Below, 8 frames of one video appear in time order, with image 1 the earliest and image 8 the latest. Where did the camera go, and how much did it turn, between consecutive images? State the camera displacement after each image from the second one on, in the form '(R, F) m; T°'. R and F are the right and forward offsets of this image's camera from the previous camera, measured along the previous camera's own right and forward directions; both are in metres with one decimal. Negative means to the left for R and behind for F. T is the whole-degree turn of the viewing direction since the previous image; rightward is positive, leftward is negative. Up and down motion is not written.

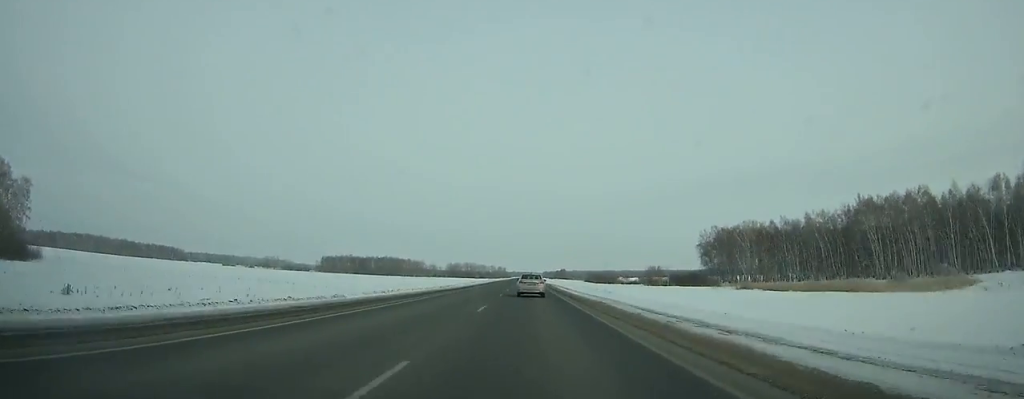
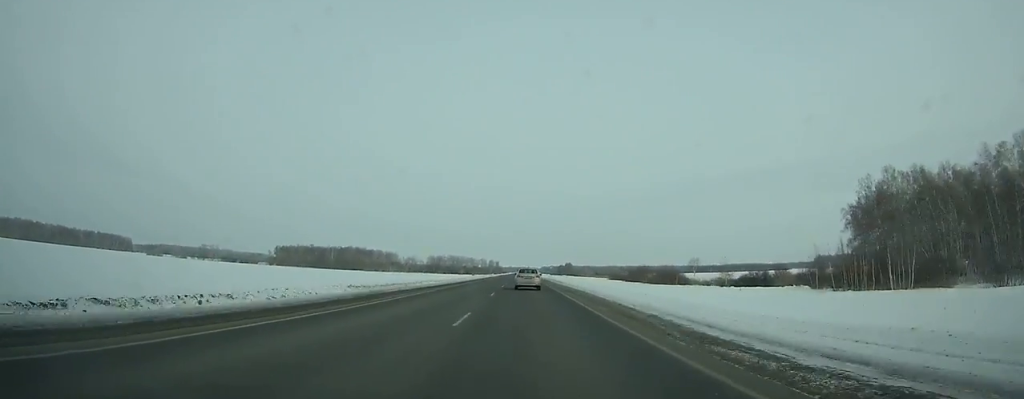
(-0.1, +121.7) m; 0°
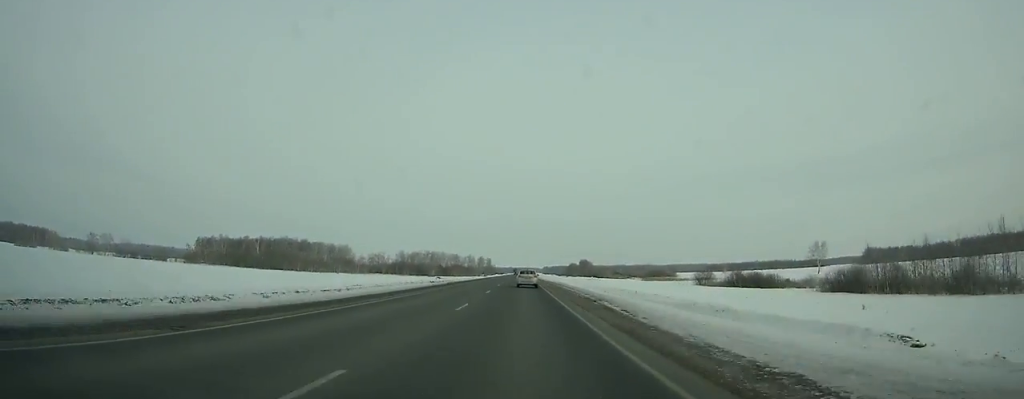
(+0.2, +141.7) m; 0°
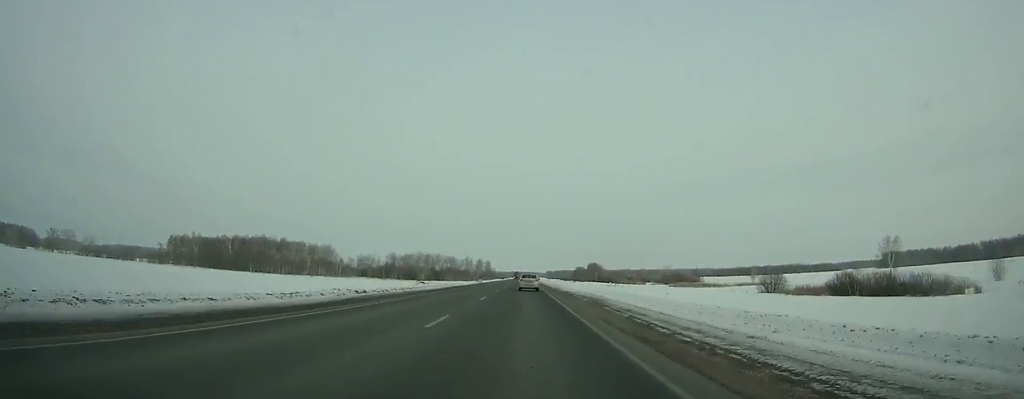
(0.0, +37.4) m; 0°
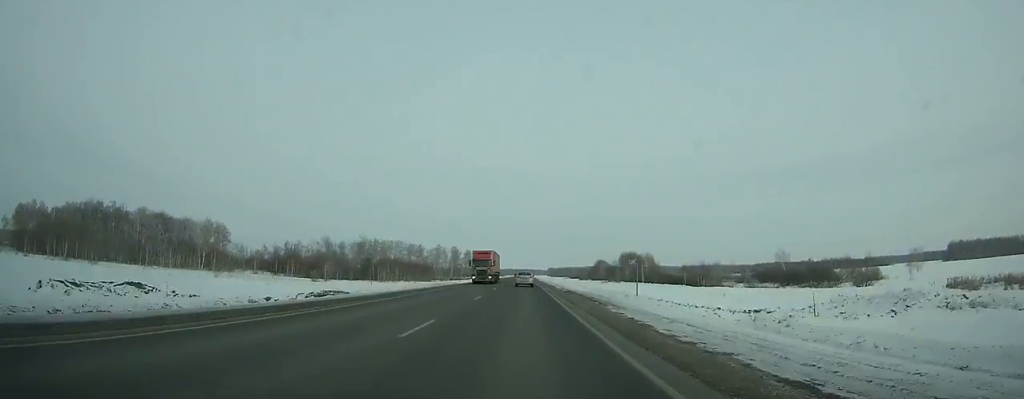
(+0.4, +133.2) m; 0°
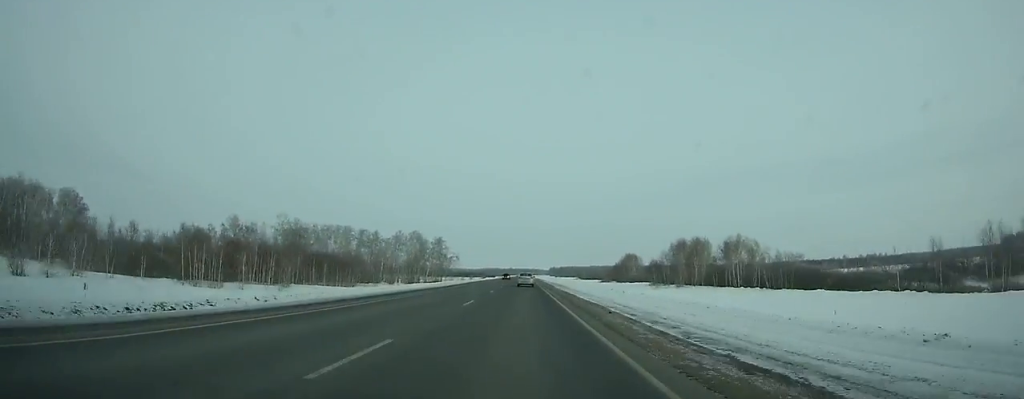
(-0.2, +87.9) m; 0°
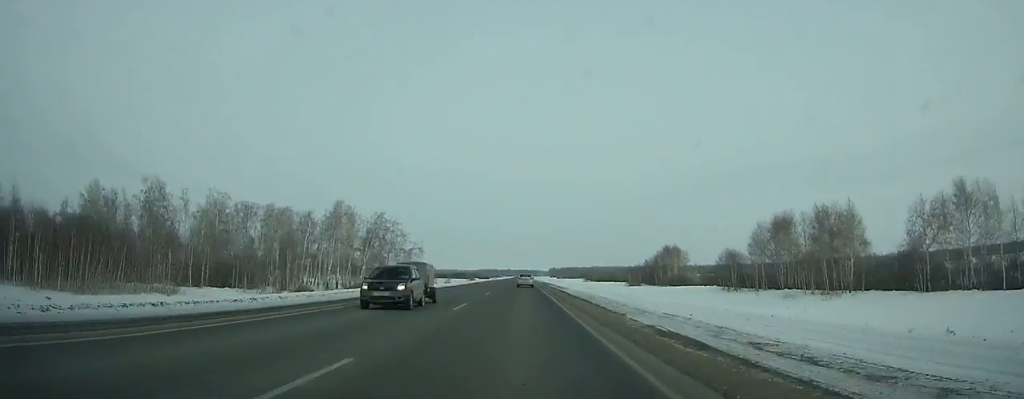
(0.0, +65.0) m; 0°
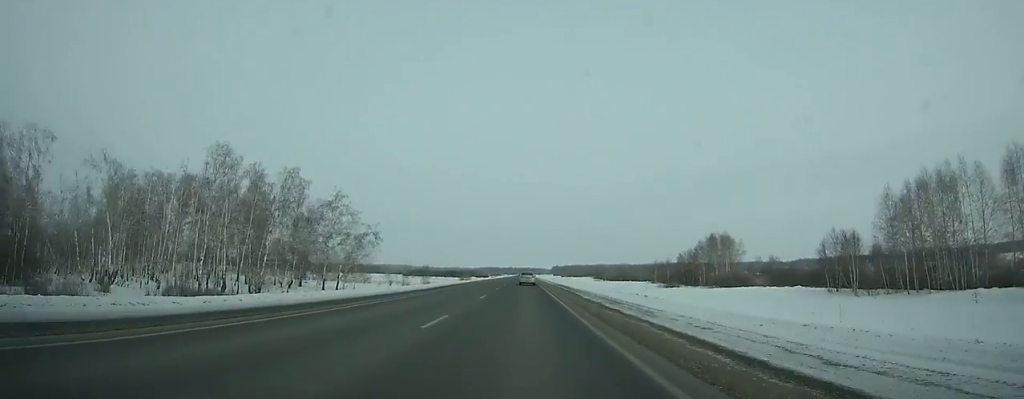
(-0.1, +38.5) m; 0°
